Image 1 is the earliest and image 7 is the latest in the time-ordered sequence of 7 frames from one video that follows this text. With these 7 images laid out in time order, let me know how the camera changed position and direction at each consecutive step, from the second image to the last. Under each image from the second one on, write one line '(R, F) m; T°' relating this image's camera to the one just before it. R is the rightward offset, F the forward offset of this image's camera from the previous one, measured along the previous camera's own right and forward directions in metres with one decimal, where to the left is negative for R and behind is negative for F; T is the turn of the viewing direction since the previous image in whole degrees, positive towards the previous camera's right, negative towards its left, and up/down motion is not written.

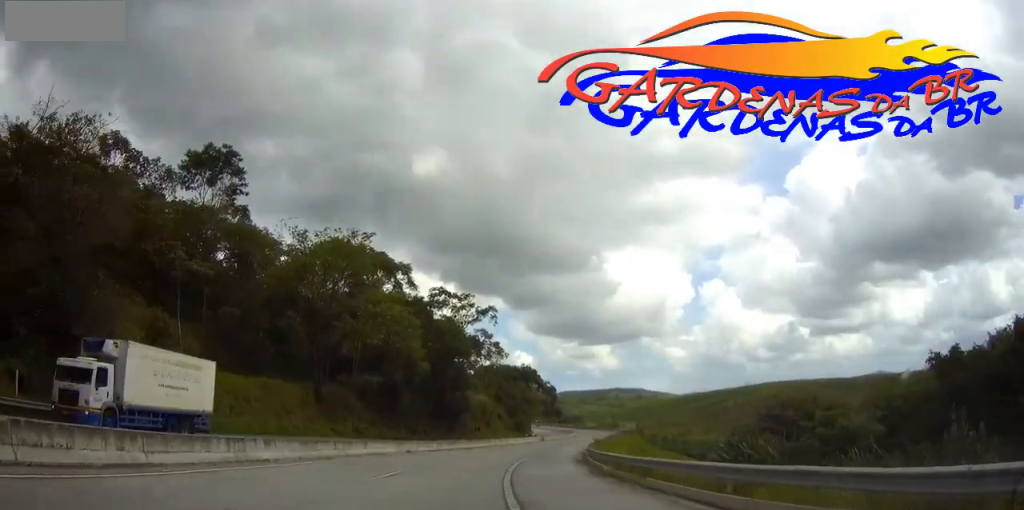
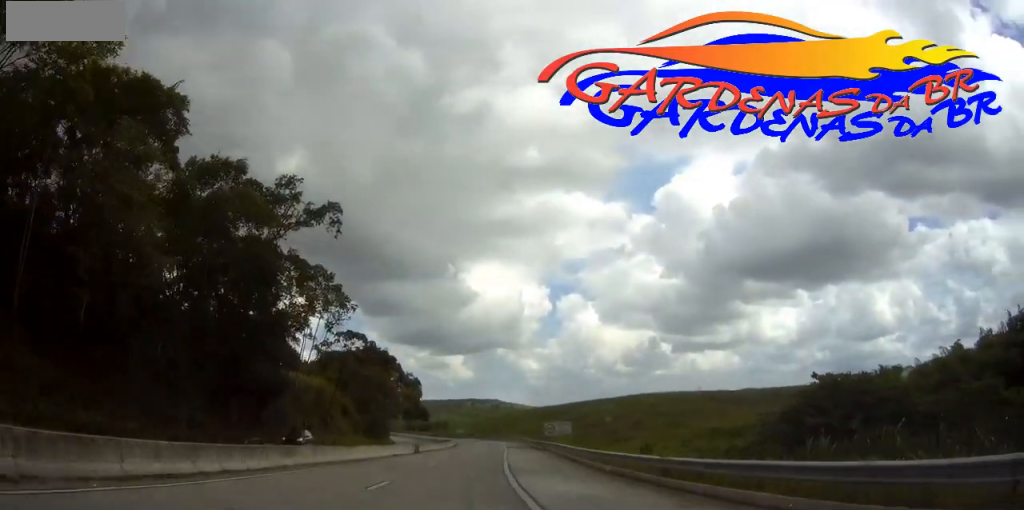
(+5.5, +50.1) m; +13°
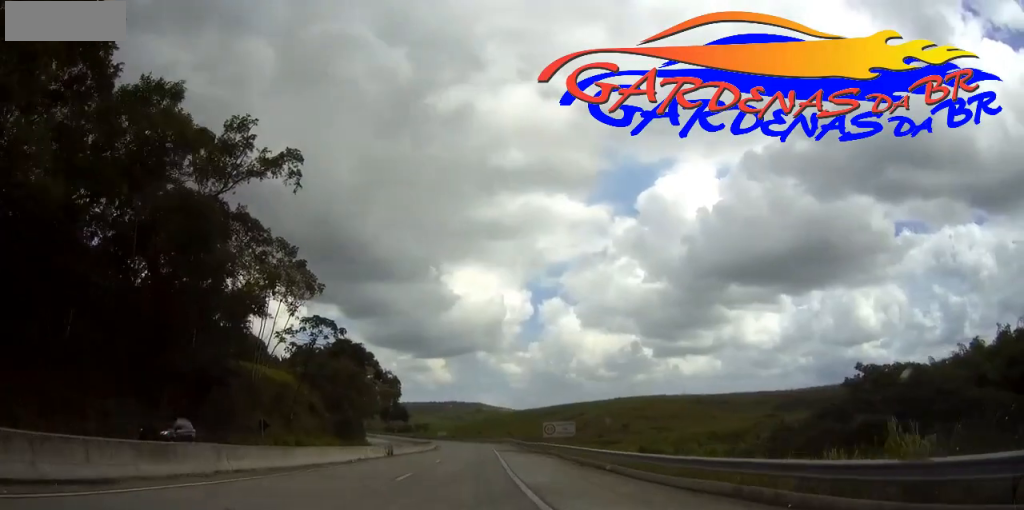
(+0.5, +11.4) m; +2°
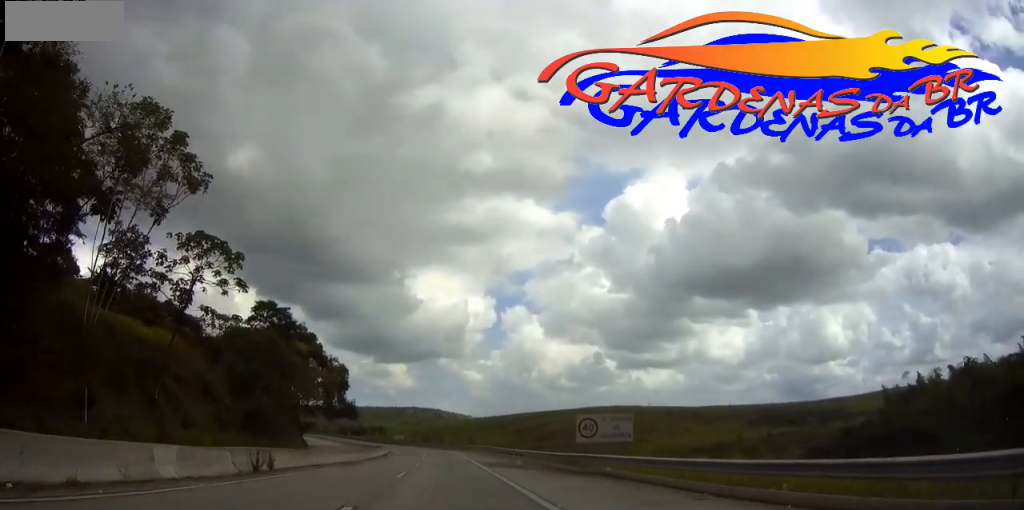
(+1.4, +28.6) m; +4°
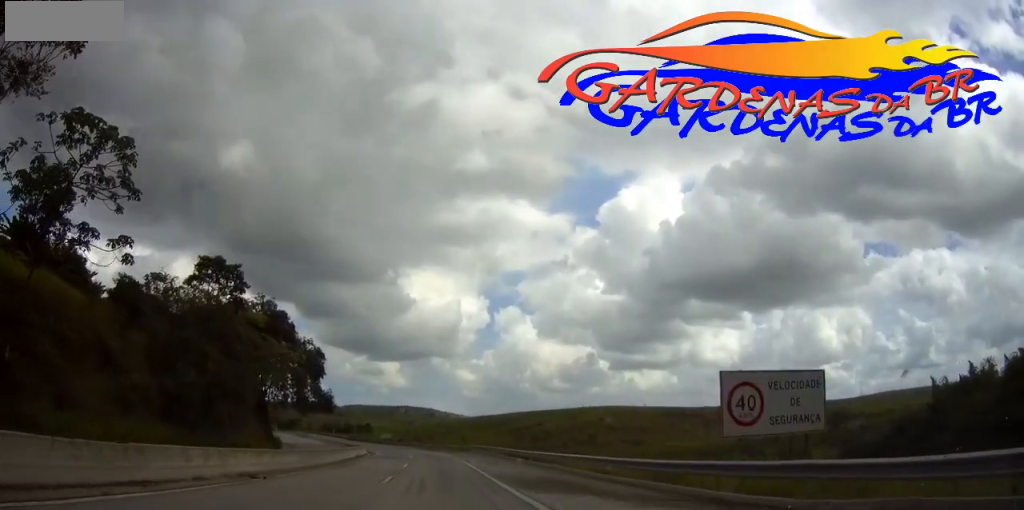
(+0.2, +18.2) m; +1°
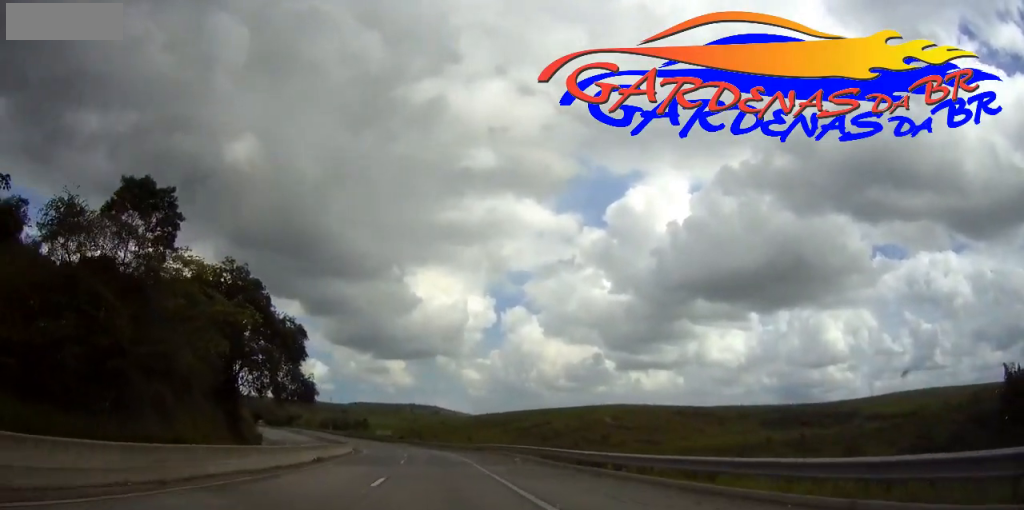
(+0.1, +19.2) m; 0°
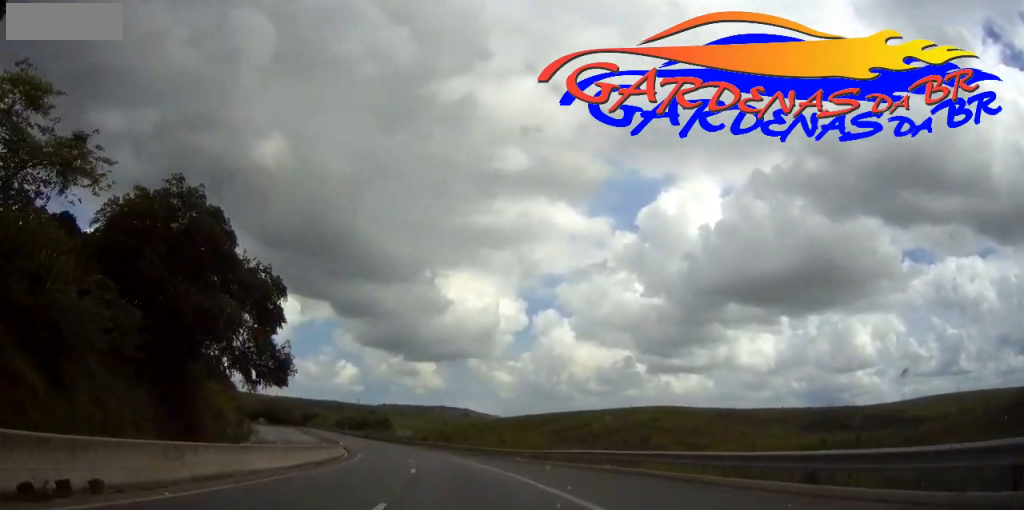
(-0.1, +27.8) m; -1°
